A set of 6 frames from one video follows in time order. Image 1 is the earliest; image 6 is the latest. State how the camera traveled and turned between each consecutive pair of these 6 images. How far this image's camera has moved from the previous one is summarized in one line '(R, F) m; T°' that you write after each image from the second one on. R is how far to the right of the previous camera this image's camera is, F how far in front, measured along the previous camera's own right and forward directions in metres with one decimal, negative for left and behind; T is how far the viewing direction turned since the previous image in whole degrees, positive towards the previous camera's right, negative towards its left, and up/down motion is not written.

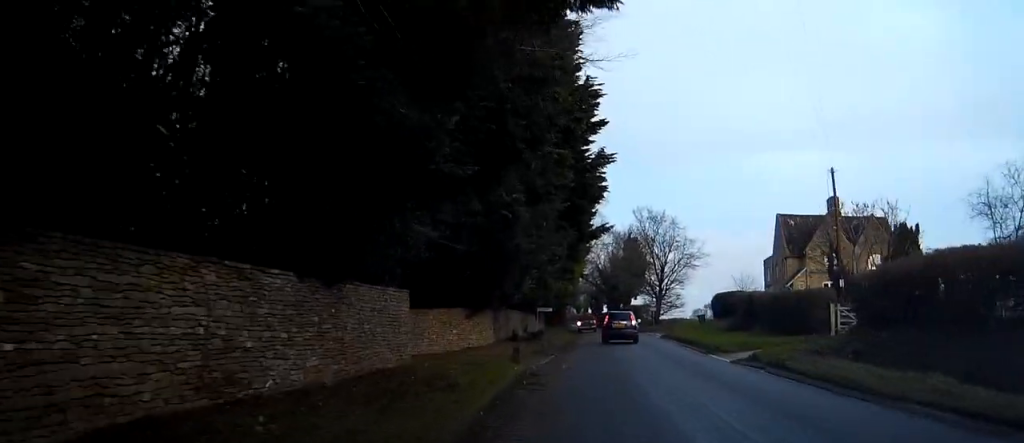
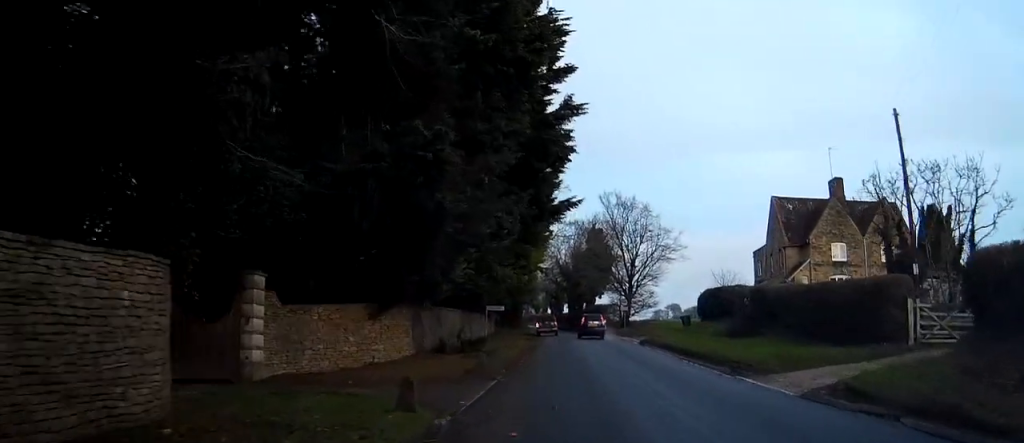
(-1.7, +8.6) m; -5°
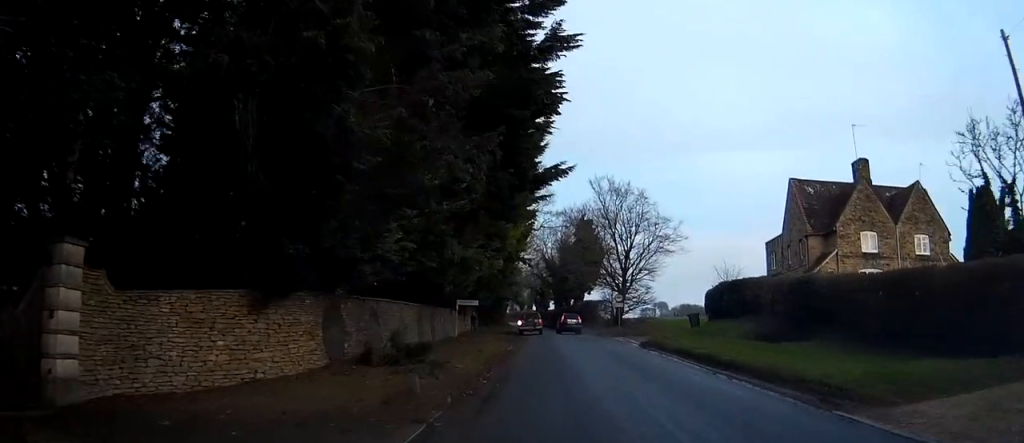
(+0.6, +6.8) m; +8°
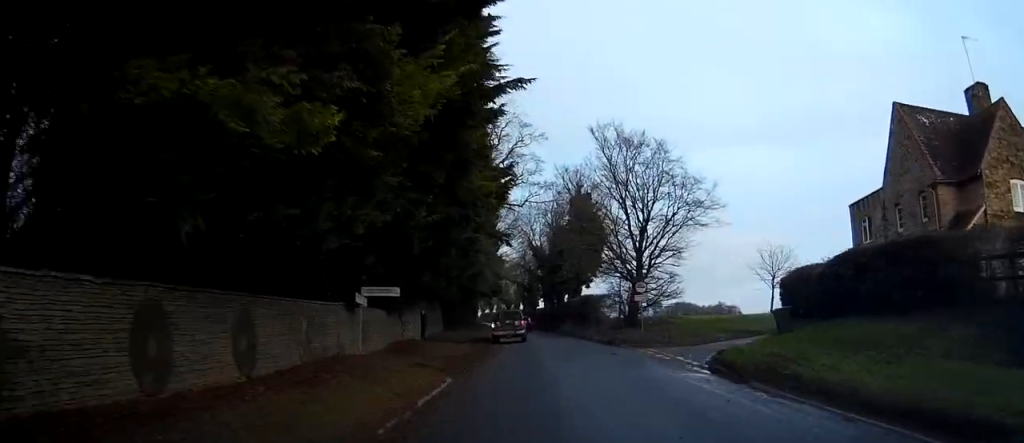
(-0.2, +18.0) m; -5°
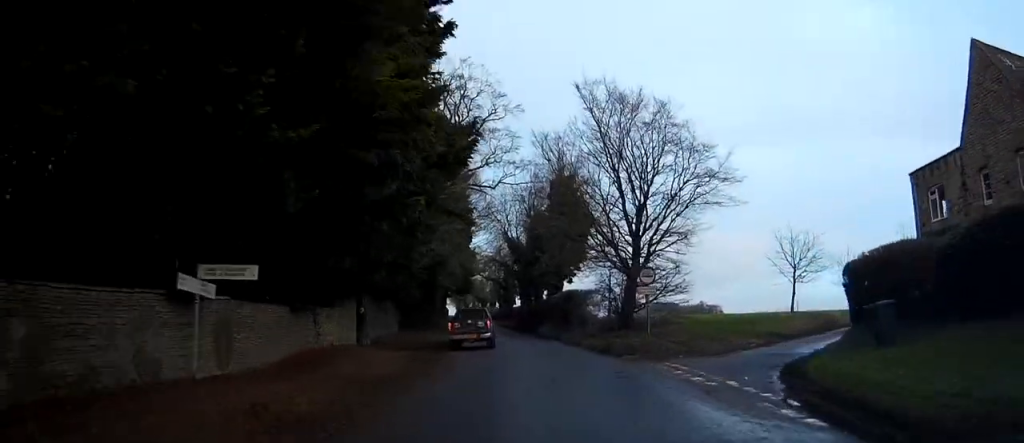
(-0.3, +9.5) m; -1°
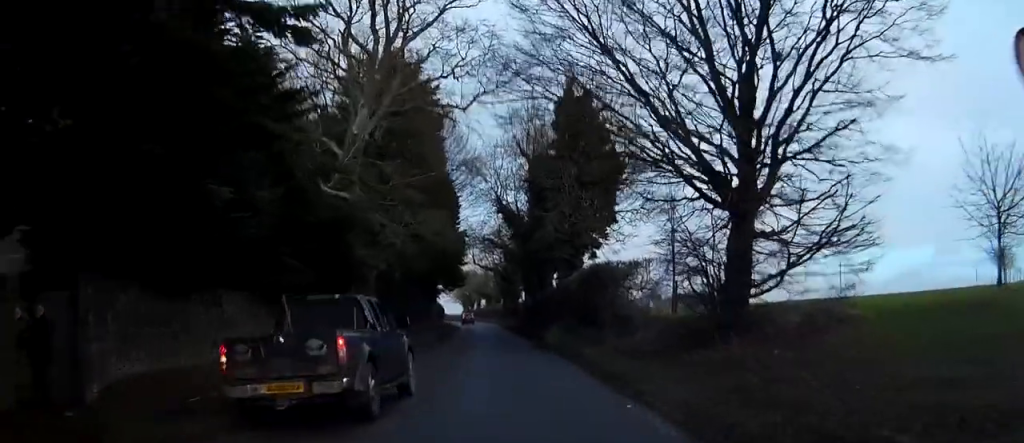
(+1.1, +22.7) m; +5°
